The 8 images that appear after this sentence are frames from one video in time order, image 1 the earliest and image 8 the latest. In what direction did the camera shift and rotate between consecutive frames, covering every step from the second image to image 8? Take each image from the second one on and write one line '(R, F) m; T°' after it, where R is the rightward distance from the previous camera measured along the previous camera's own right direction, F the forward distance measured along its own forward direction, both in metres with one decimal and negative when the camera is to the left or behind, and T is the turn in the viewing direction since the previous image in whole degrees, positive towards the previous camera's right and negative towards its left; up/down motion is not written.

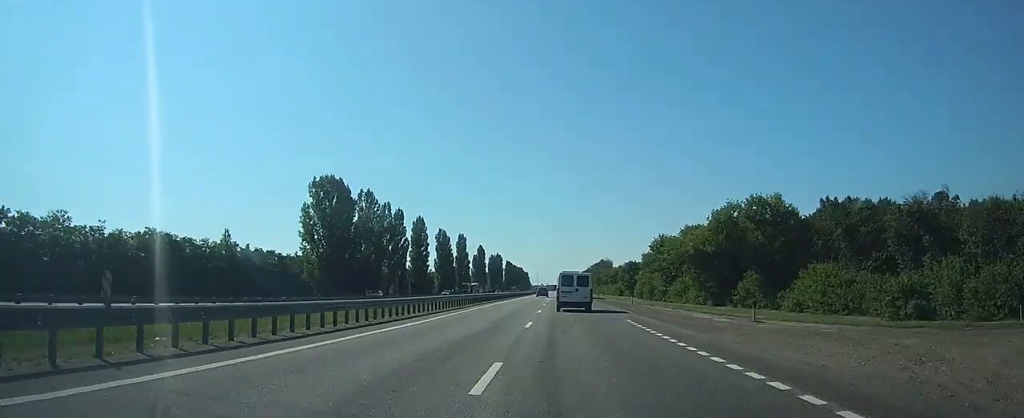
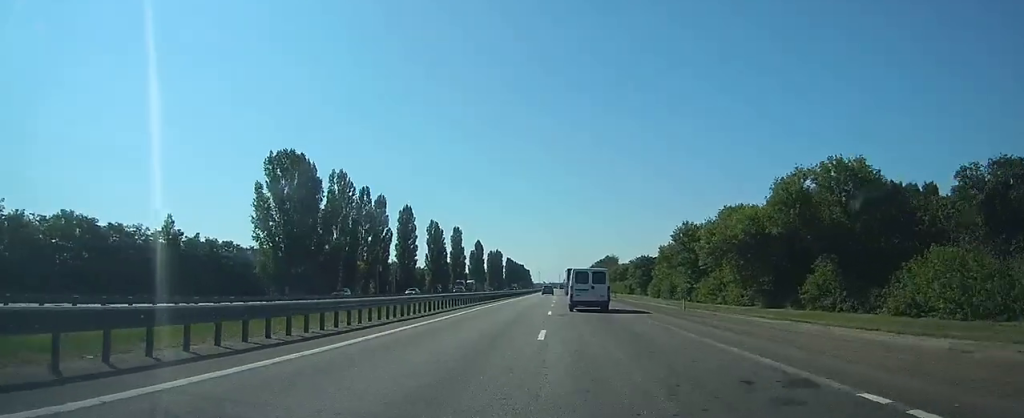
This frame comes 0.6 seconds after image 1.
(0.0, +17.3) m; -1°
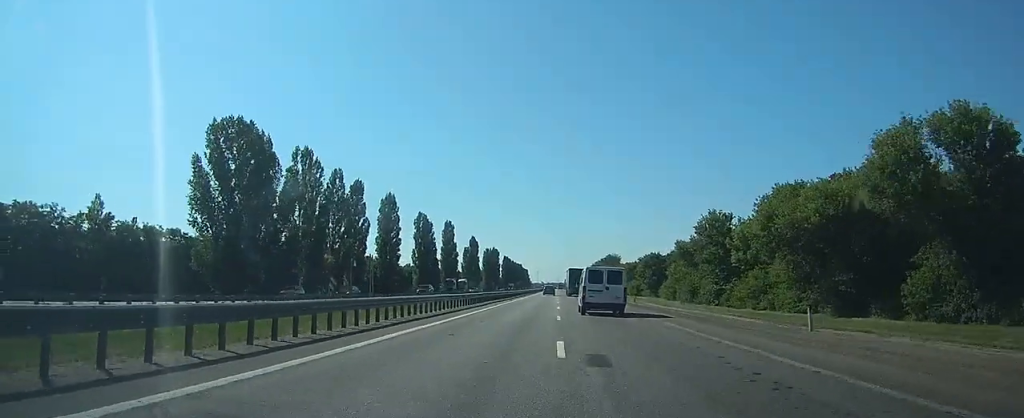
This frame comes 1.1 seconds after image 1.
(-0.2, +15.5) m; 0°
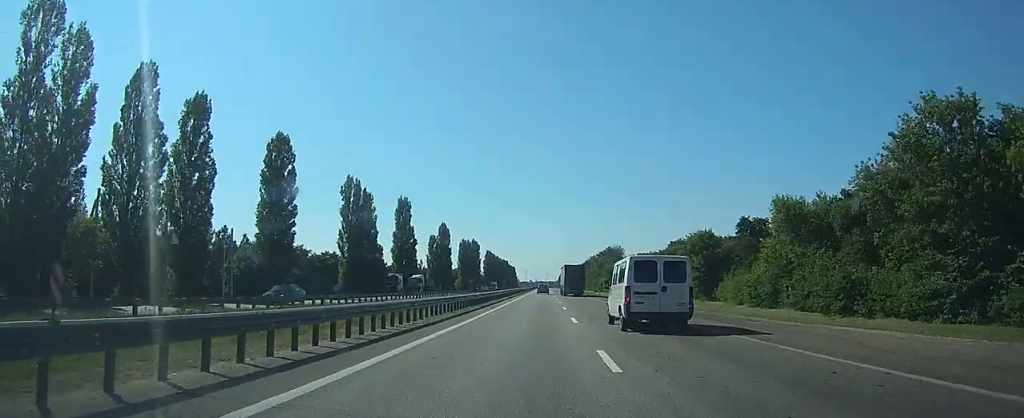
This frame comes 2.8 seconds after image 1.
(-0.1, +49.8) m; 0°
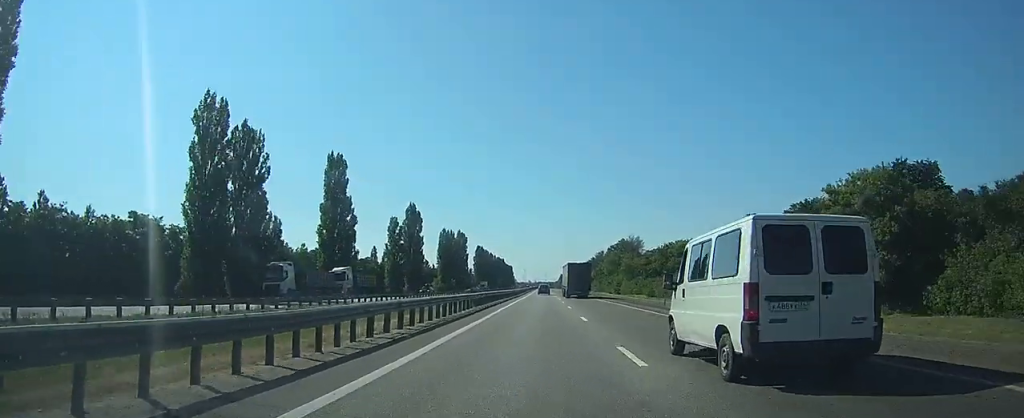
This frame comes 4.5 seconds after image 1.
(+0.3, +48.1) m; 0°
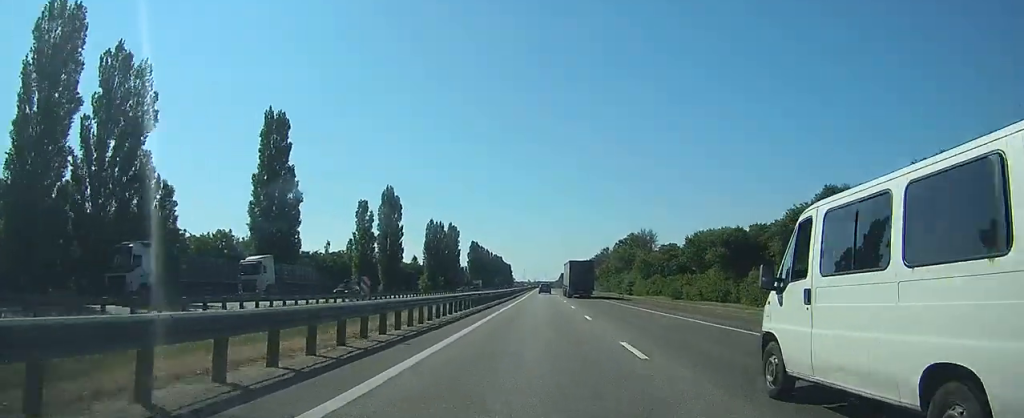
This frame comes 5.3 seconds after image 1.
(0.0, +23.5) m; 0°
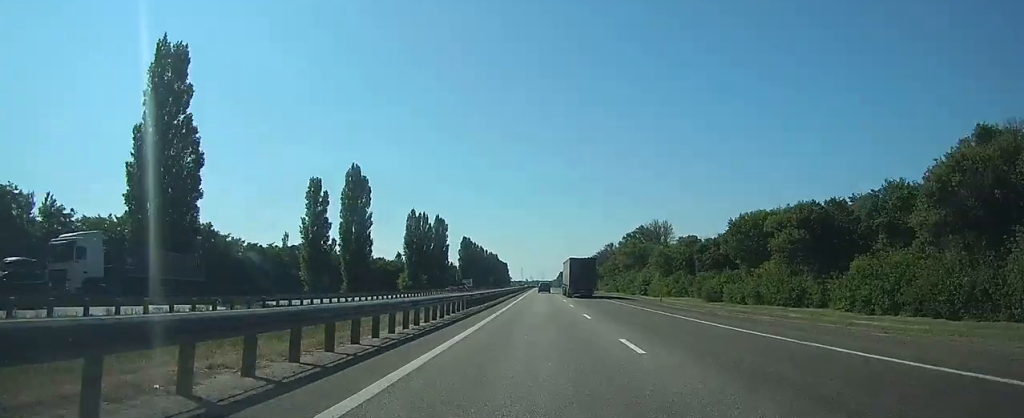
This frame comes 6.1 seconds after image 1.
(0.0, +23.4) m; 0°
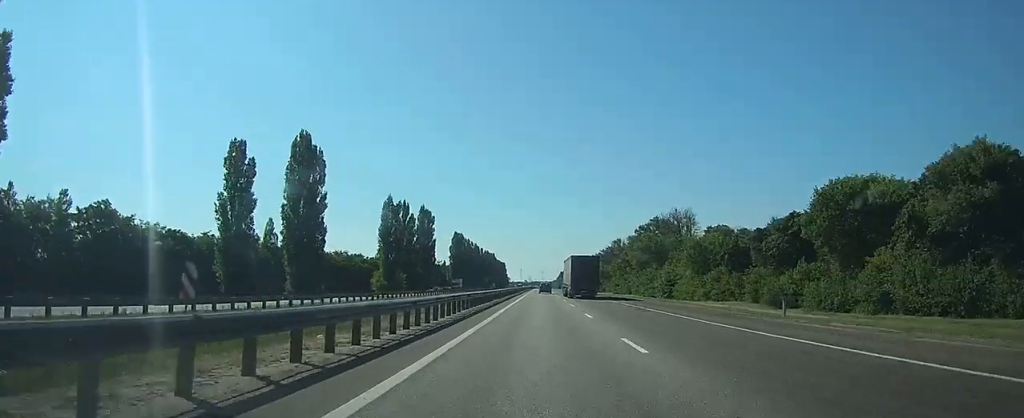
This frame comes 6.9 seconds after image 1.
(0.0, +24.2) m; 0°
